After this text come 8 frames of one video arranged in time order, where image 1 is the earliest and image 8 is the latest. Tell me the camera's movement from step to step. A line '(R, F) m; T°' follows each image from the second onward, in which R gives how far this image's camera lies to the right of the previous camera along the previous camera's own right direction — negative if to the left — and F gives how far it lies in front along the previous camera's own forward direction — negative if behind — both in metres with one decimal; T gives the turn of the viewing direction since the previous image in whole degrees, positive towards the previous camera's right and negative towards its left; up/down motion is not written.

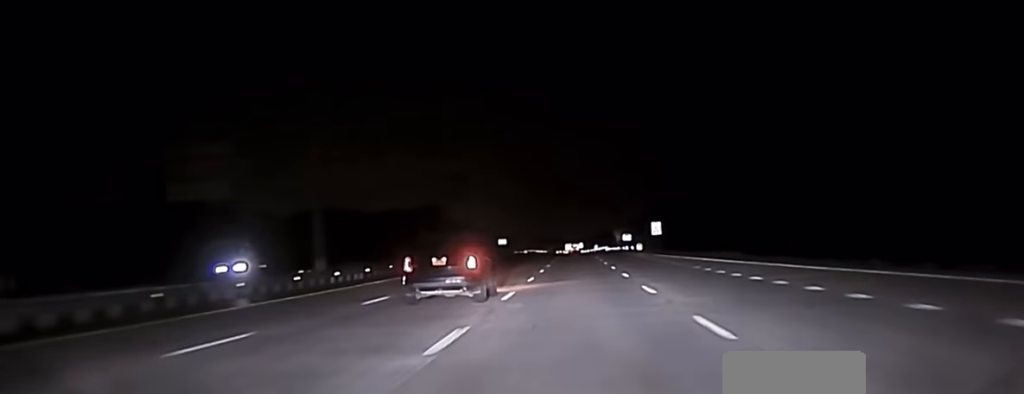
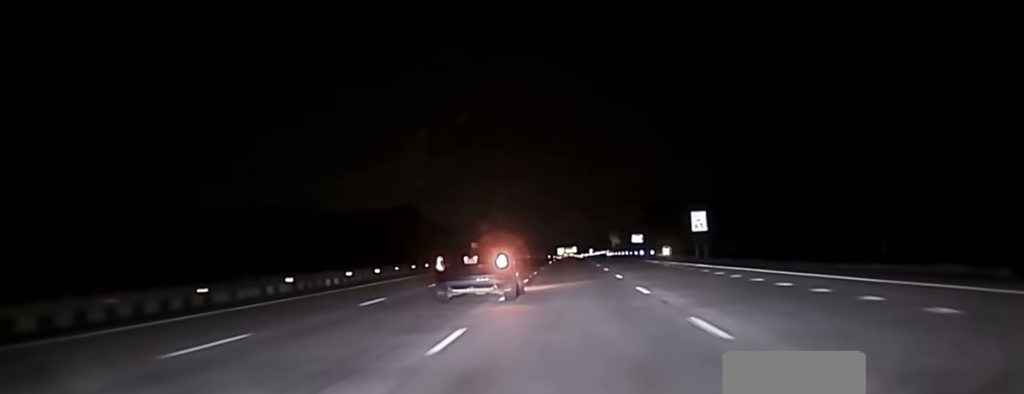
(-0.5, +51.6) m; 0°
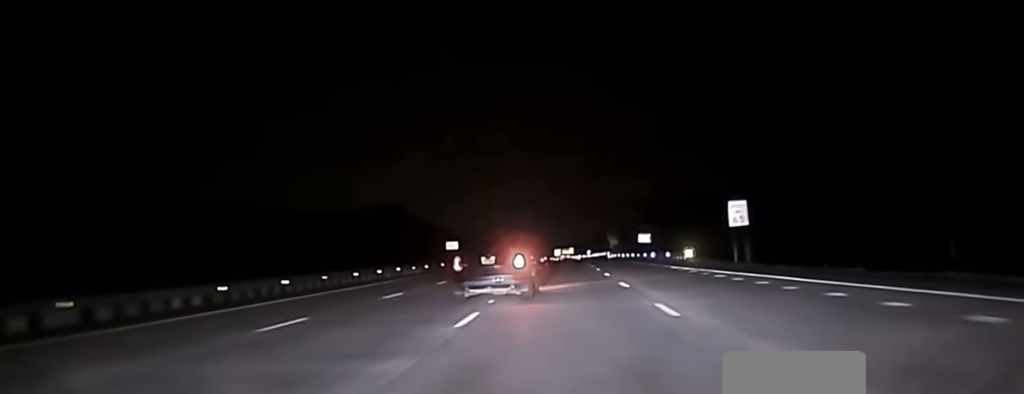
(0.0, +23.7) m; +1°
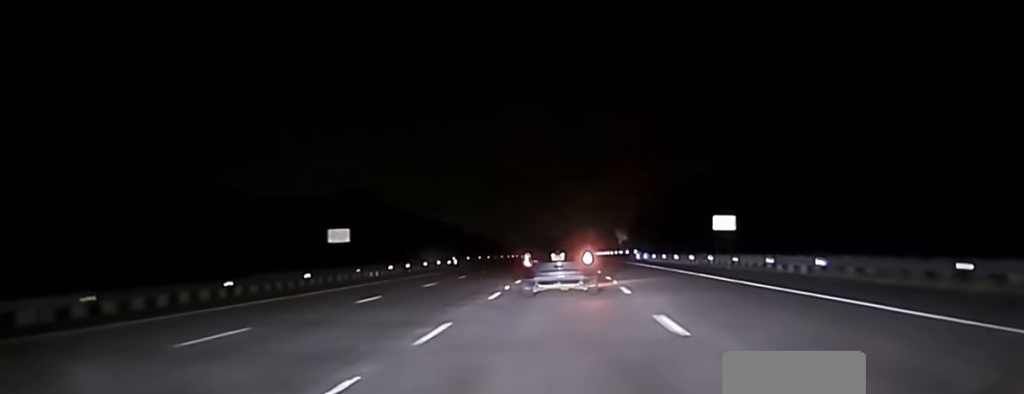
(-0.1, +65.1) m; -1°
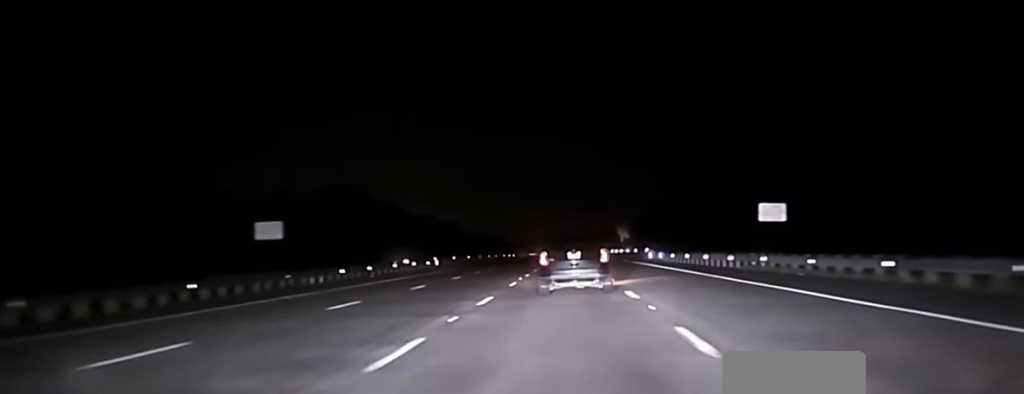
(-0.1, +14.5) m; 0°
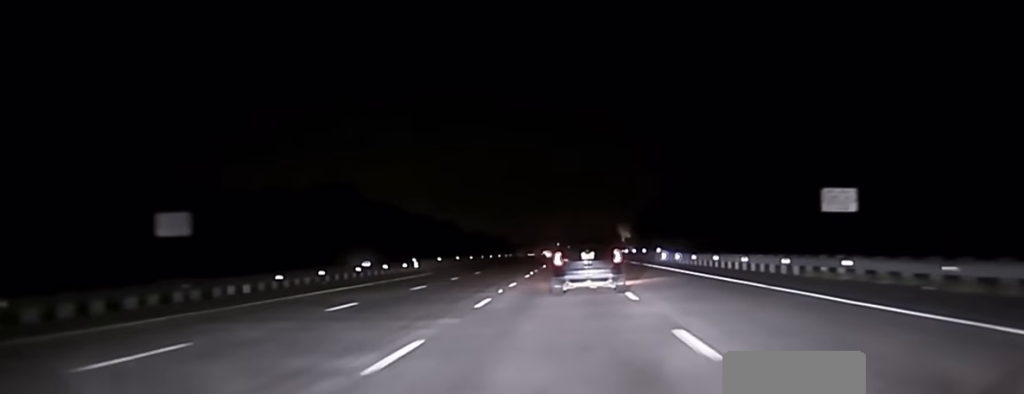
(+0.1, +10.4) m; 0°
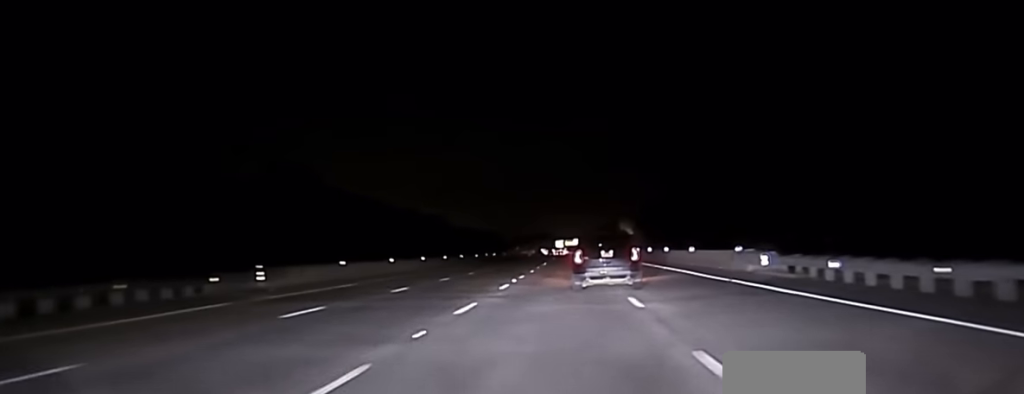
(+0.3, +34.0) m; +1°
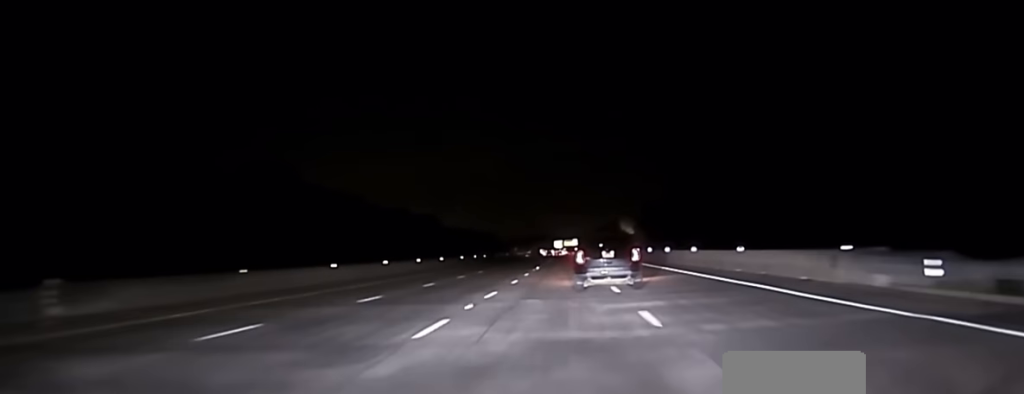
(0.0, +16.2) m; 0°
